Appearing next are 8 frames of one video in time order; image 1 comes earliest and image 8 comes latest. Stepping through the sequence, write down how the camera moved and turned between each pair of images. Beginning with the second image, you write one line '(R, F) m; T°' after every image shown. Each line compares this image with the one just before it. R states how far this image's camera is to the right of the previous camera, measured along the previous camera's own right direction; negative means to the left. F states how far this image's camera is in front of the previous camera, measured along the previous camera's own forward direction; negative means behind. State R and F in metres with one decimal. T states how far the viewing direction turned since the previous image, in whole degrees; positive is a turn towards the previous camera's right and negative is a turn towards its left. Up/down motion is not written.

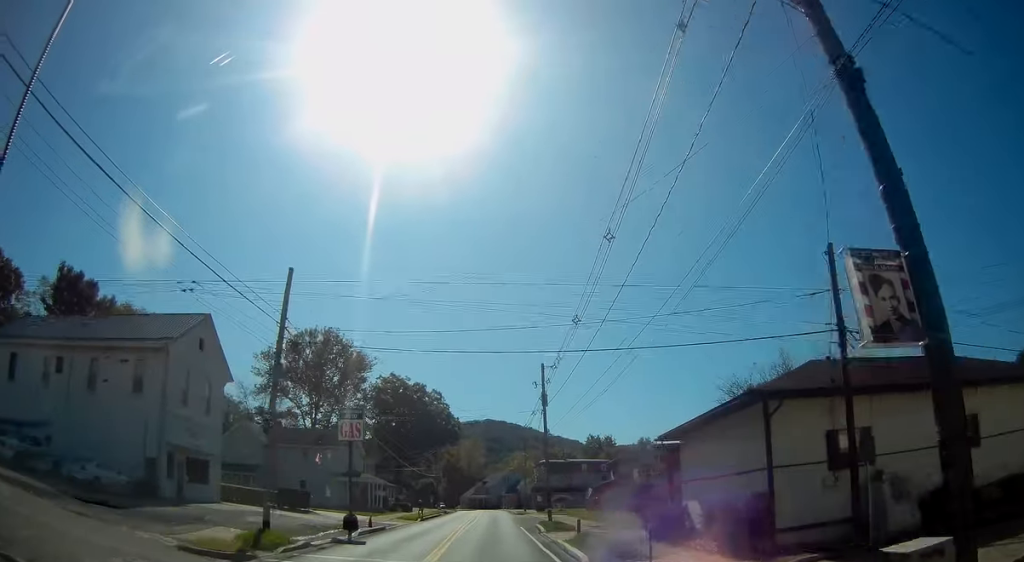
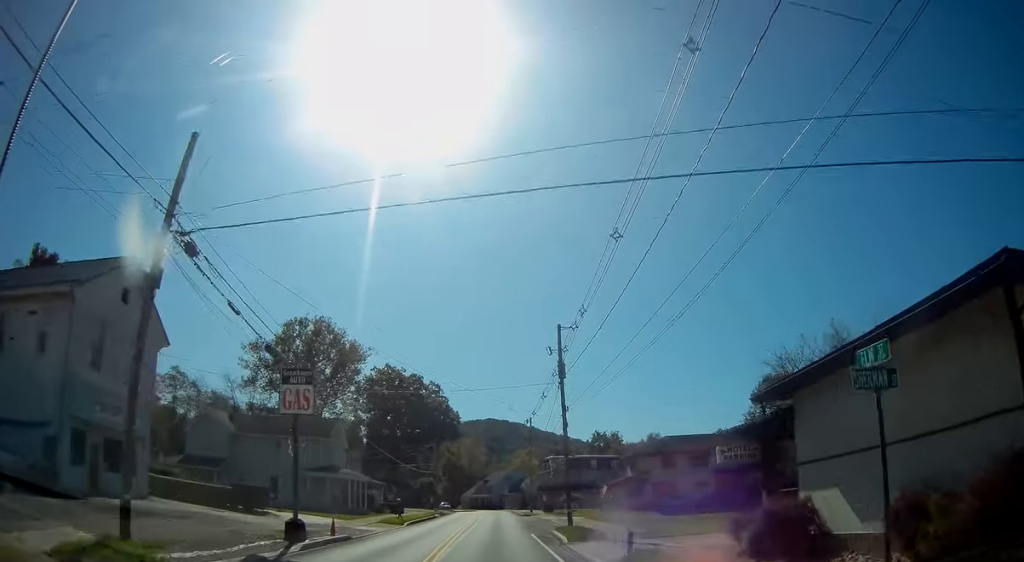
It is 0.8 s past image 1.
(0.0, +8.8) m; -1°
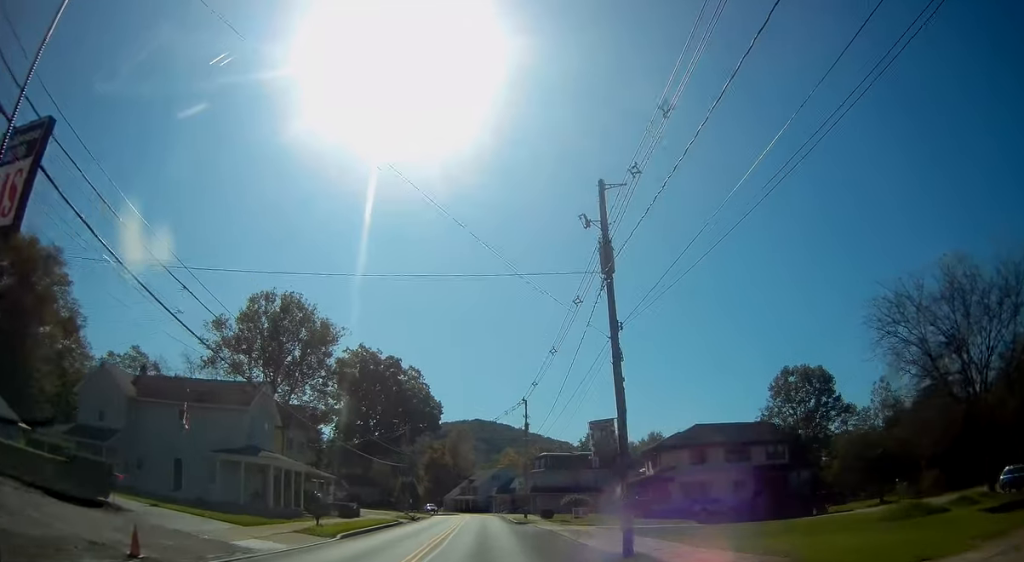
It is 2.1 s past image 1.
(-0.2, +14.9) m; +1°
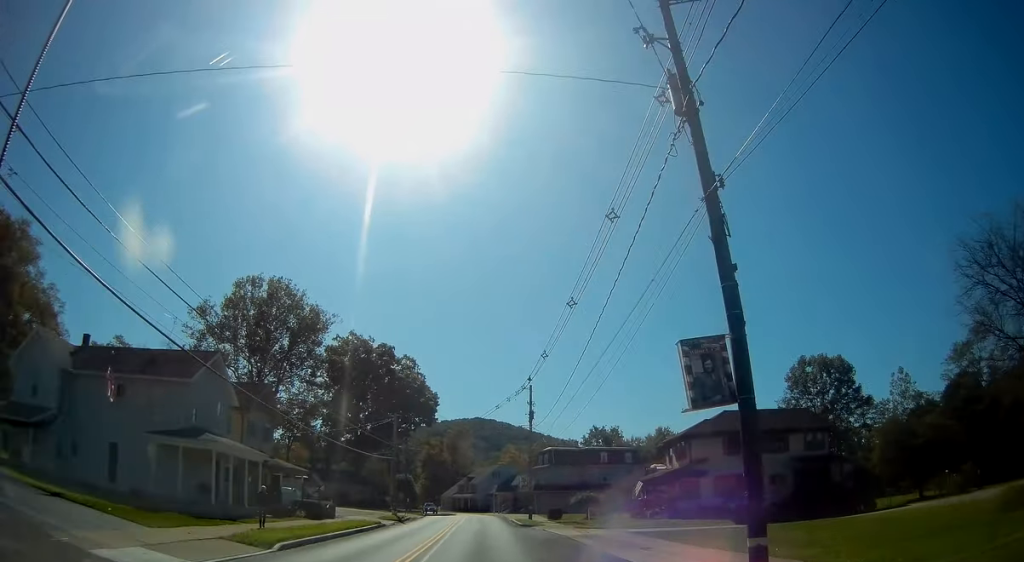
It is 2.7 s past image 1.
(+0.1, +7.4) m; +1°
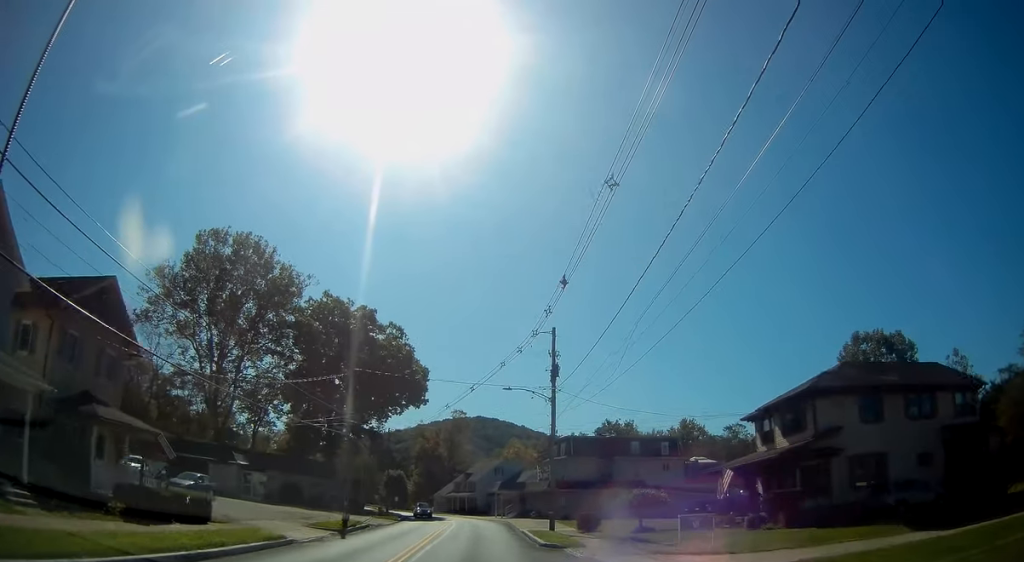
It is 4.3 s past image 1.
(0.0, +18.5) m; -1°
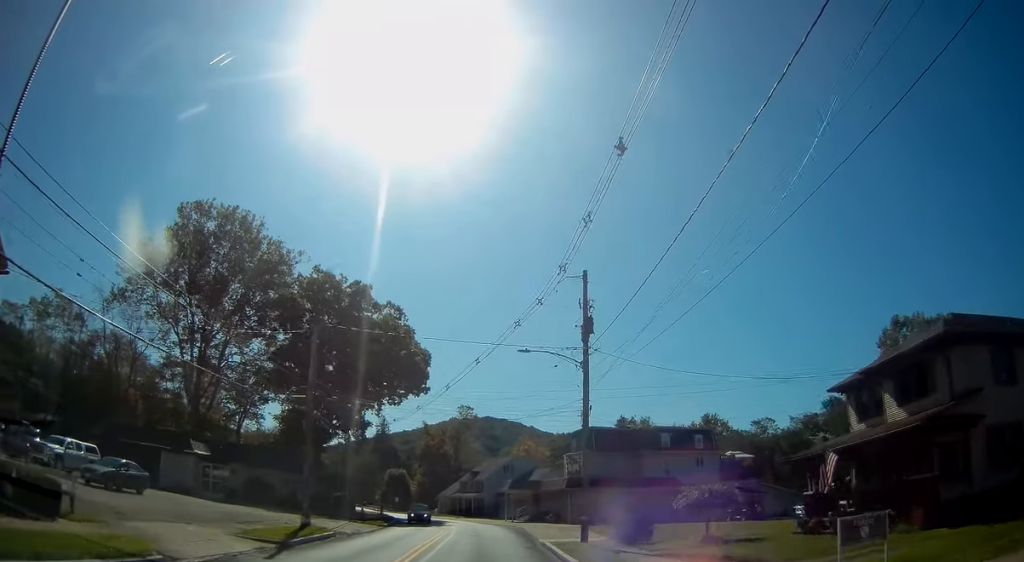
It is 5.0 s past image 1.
(-0.1, +9.3) m; -1°
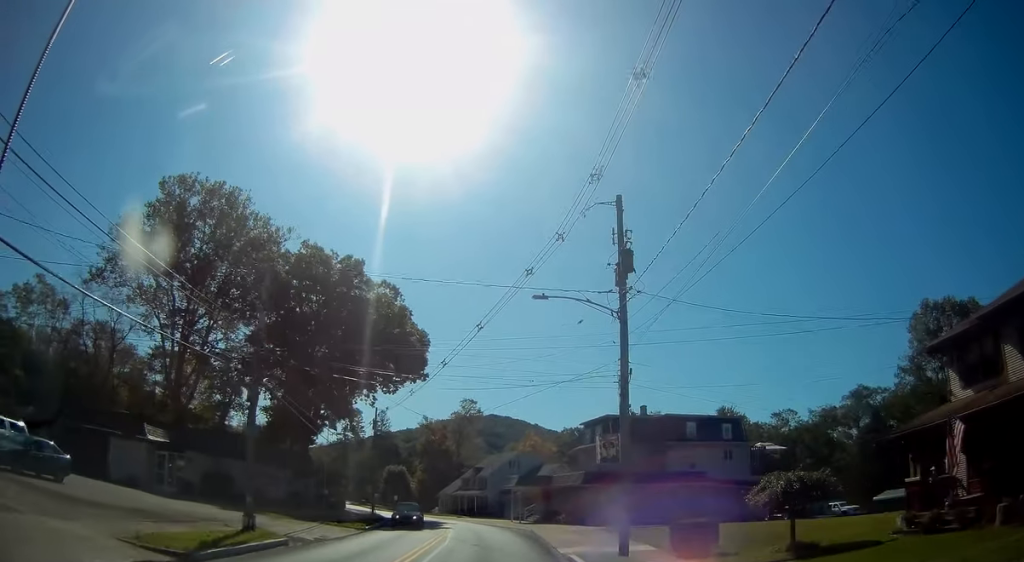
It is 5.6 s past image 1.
(-0.2, +6.9) m; 0°
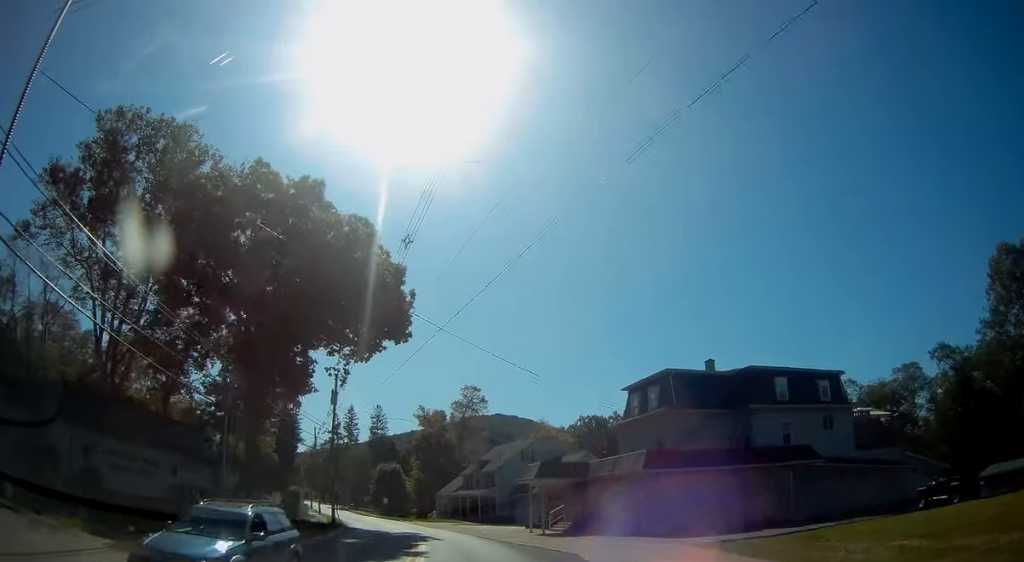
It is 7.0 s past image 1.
(+0.2, +17.5) m; -1°
